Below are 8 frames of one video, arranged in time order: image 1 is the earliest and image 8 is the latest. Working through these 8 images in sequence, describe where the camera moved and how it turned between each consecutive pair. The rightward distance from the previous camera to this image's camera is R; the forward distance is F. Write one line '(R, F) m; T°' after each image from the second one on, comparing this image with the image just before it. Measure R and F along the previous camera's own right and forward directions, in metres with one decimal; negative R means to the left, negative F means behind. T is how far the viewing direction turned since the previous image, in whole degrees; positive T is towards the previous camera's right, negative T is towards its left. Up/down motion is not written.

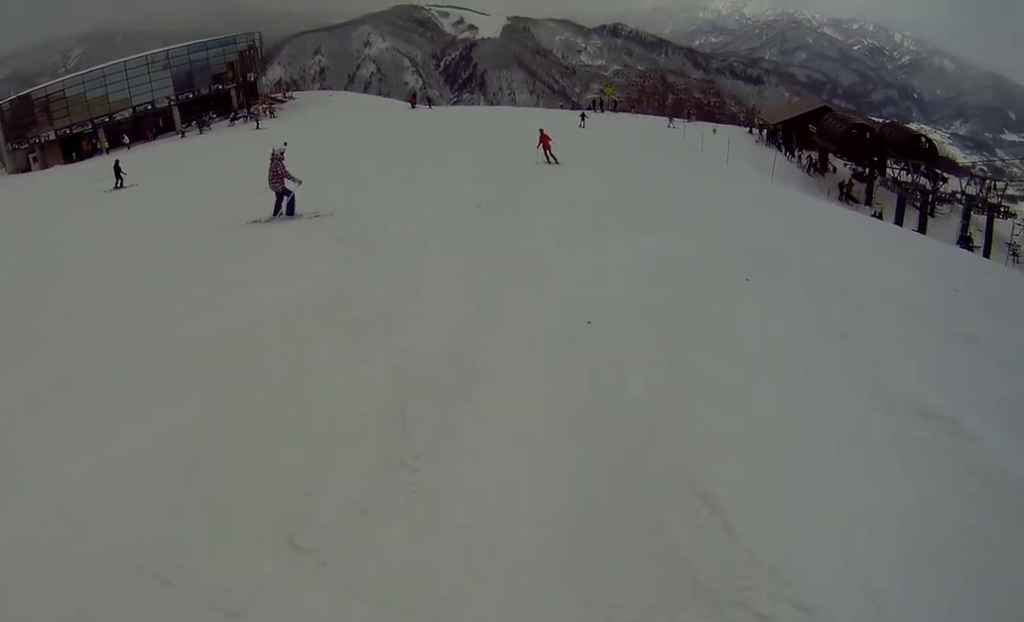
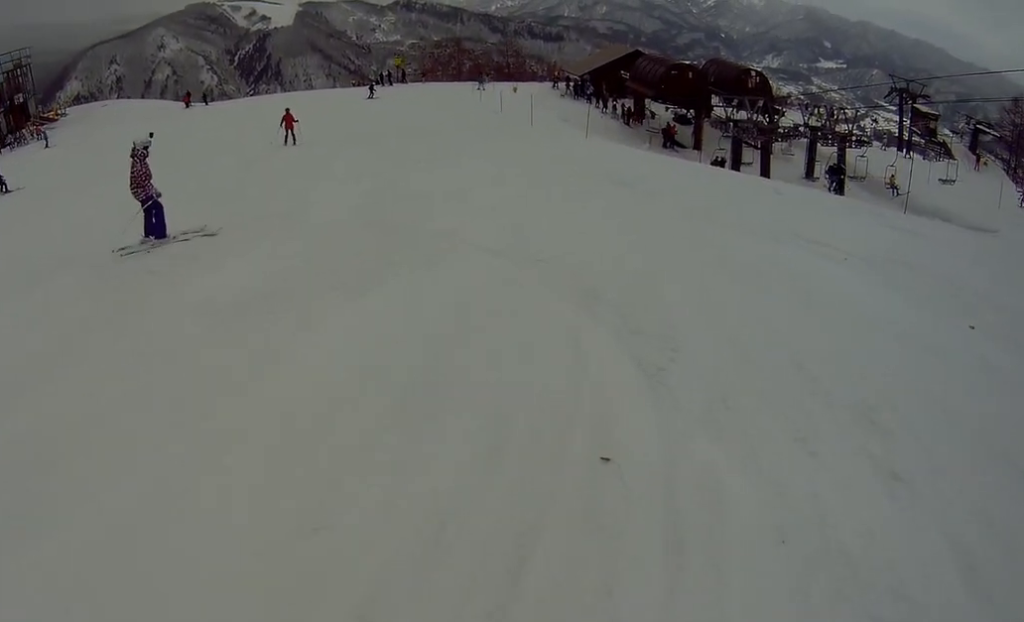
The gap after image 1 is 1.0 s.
(+0.3, +5.7) m; +3°
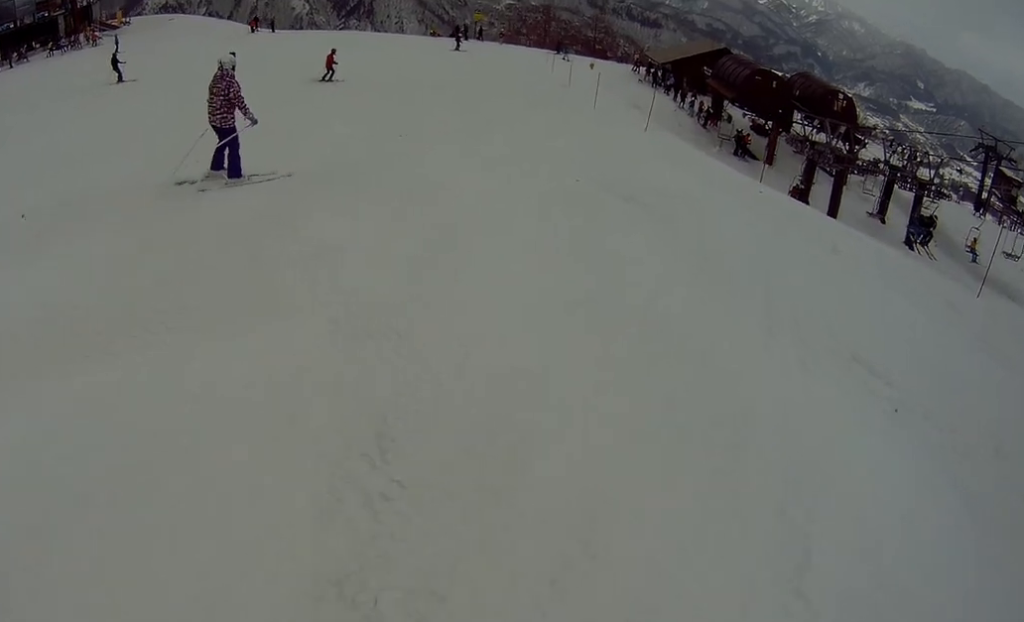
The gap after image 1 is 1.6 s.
(+0.2, +3.2) m; 0°
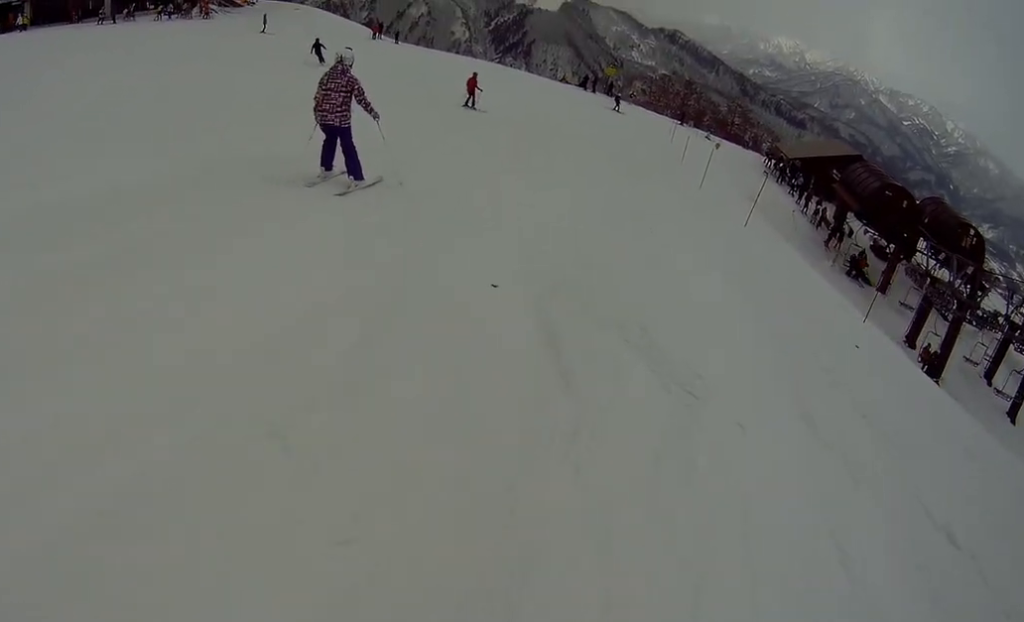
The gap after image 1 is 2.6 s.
(-0.4, +5.3) m; +2°
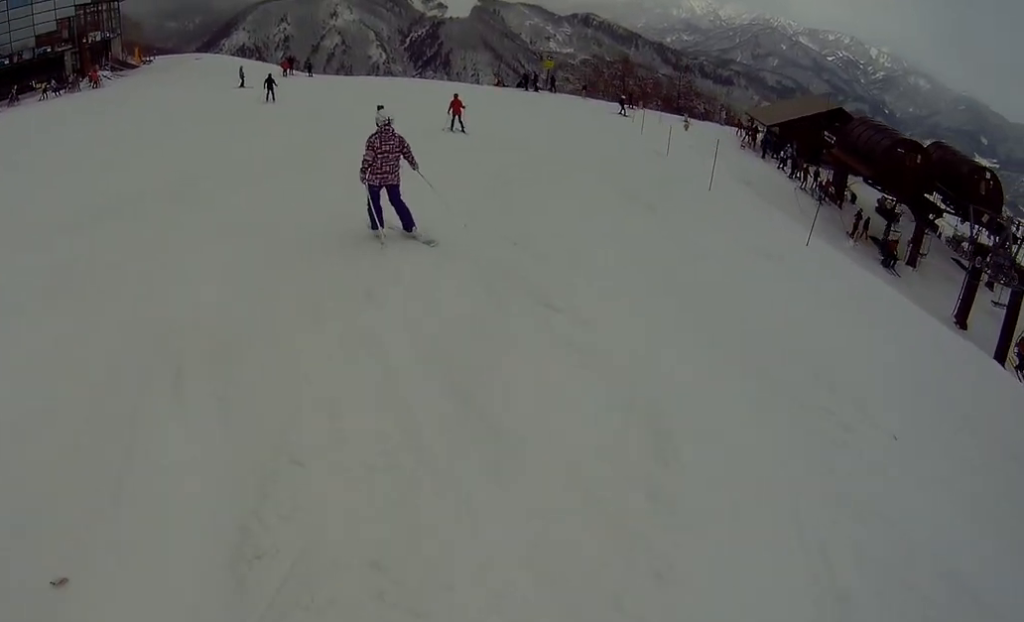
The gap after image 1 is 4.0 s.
(+1.0, +6.7) m; +15°
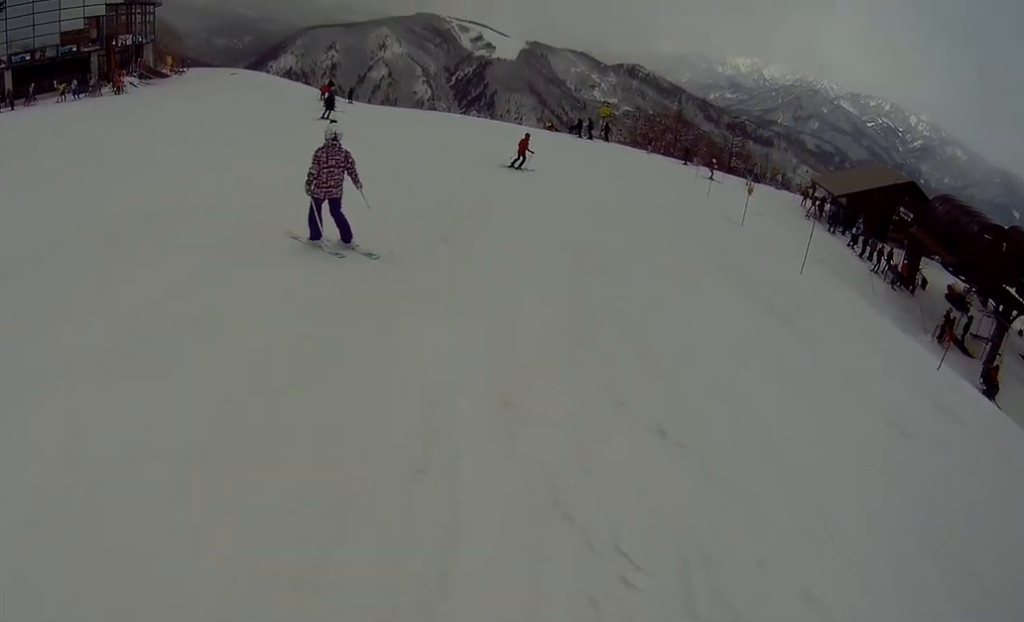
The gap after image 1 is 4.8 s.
(+0.3, +3.8) m; +5°
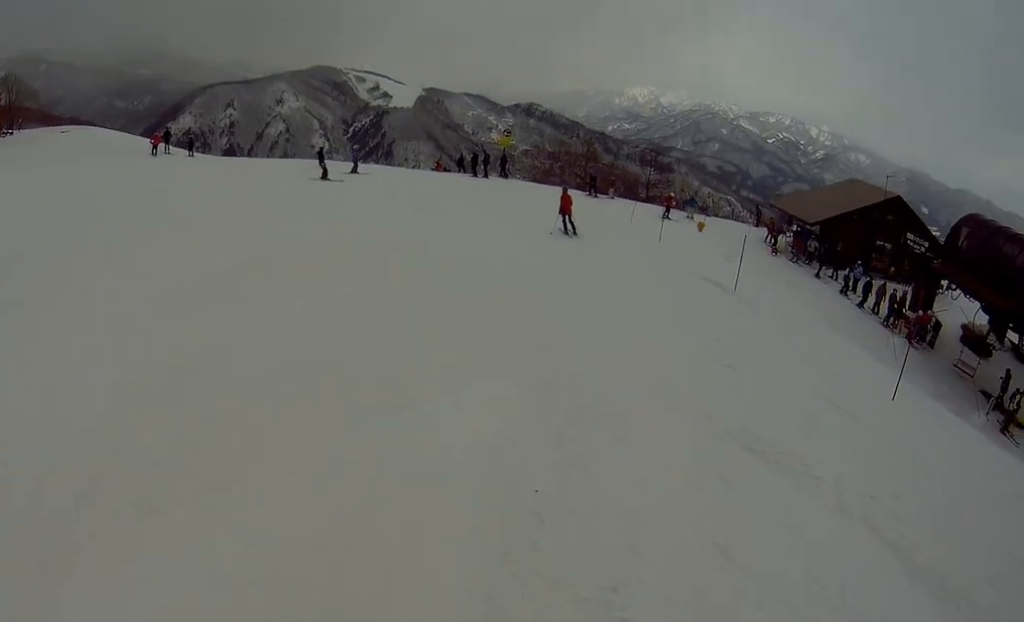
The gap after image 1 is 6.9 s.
(+1.1, +8.8) m; +26°
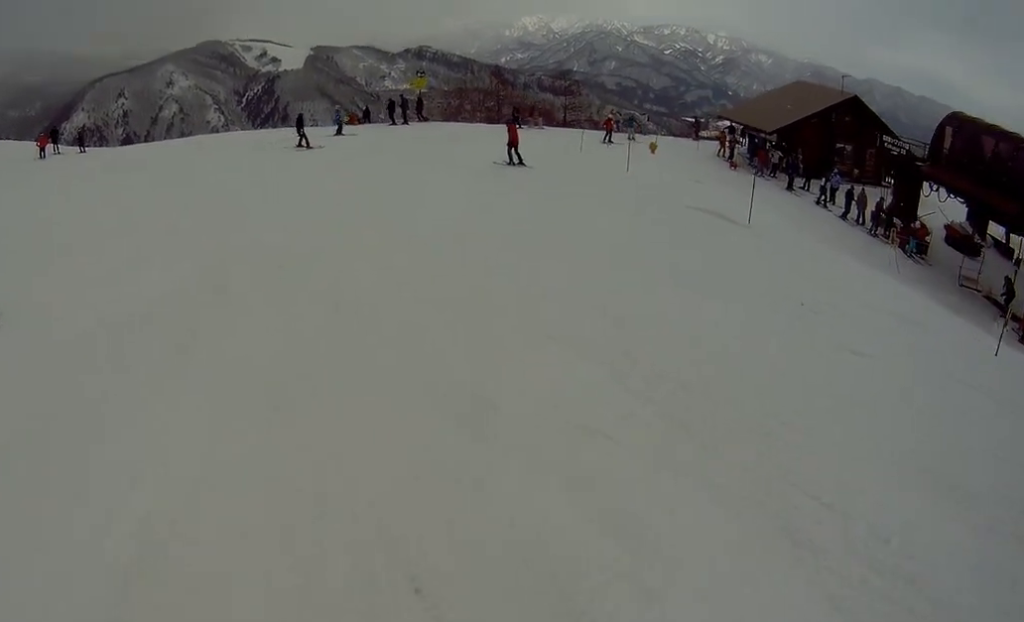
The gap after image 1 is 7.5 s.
(+0.7, +2.9) m; +13°
